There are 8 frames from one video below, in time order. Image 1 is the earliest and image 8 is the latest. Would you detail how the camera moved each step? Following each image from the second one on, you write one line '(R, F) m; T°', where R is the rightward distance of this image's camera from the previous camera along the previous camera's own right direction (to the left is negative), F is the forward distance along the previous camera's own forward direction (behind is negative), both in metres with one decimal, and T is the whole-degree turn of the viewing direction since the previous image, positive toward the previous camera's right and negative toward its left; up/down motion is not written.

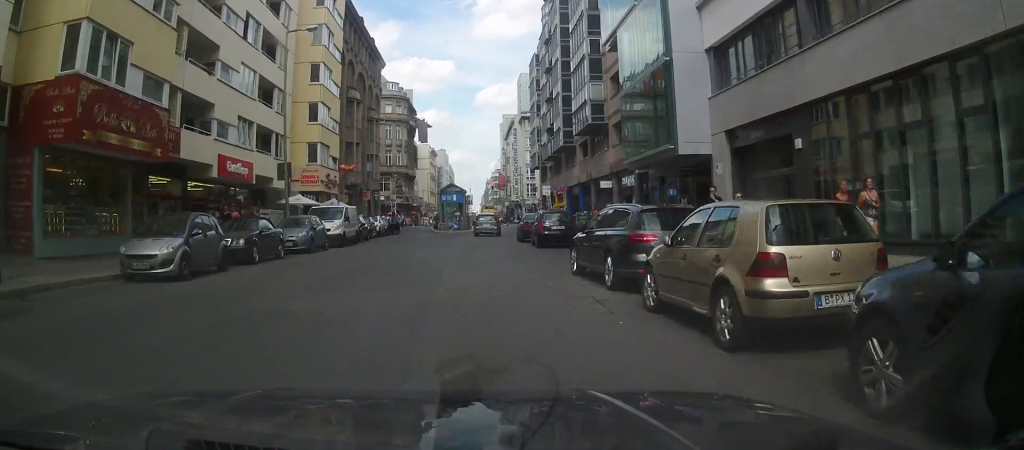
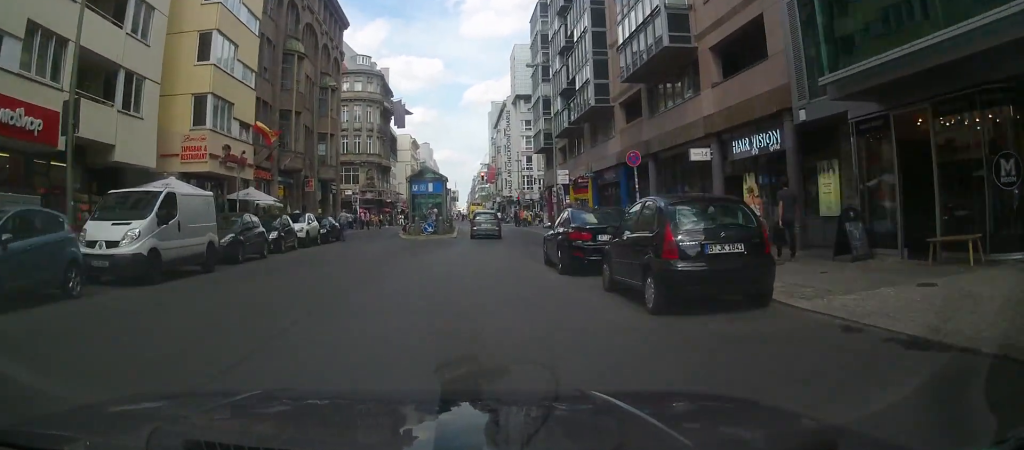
(0.0, +16.1) m; +1°
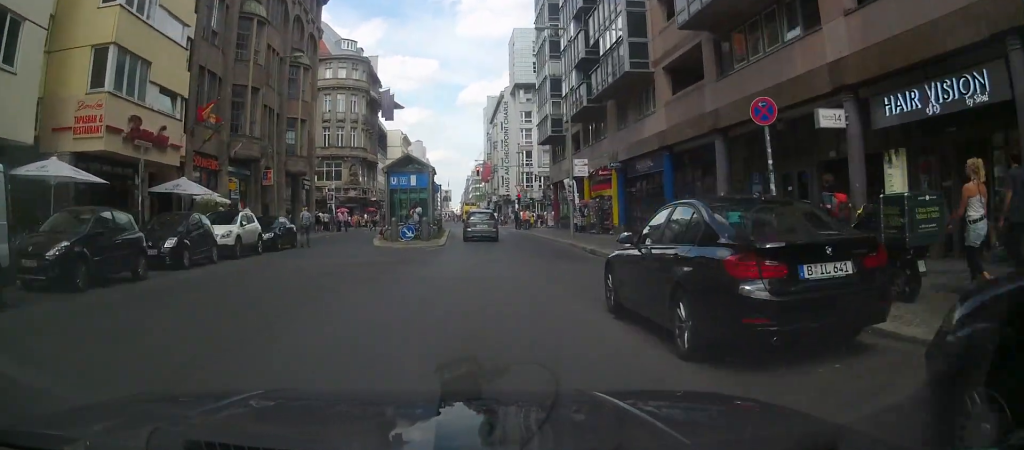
(+0.2, +7.7) m; +3°
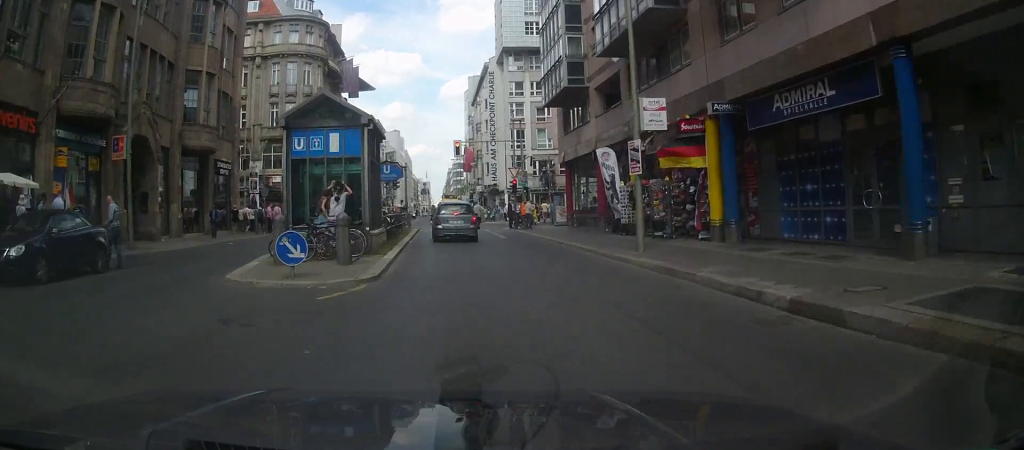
(-0.2, +14.2) m; -2°
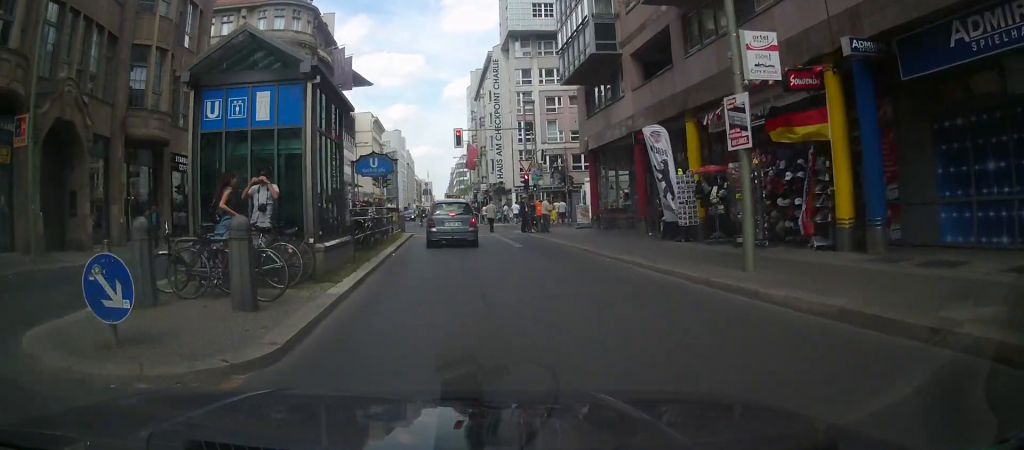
(+0.2, +5.9) m; +2°
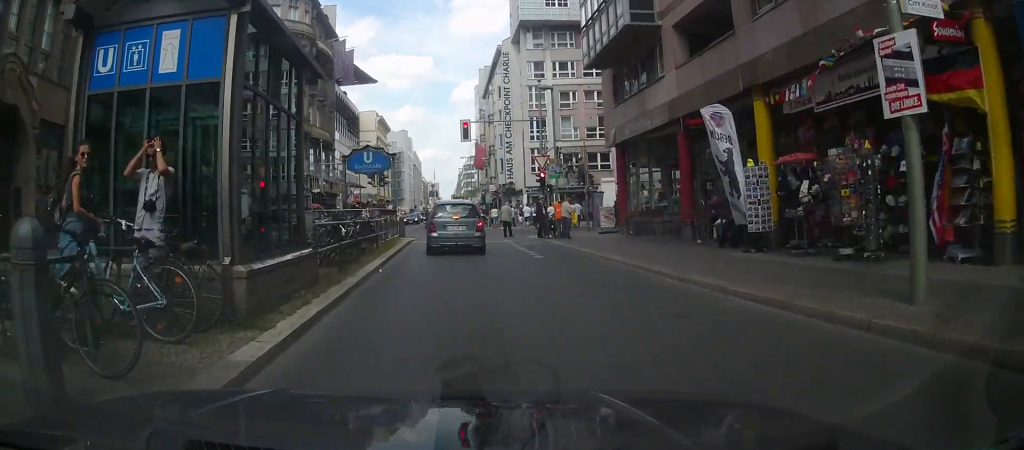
(0.0, +3.8) m; -1°
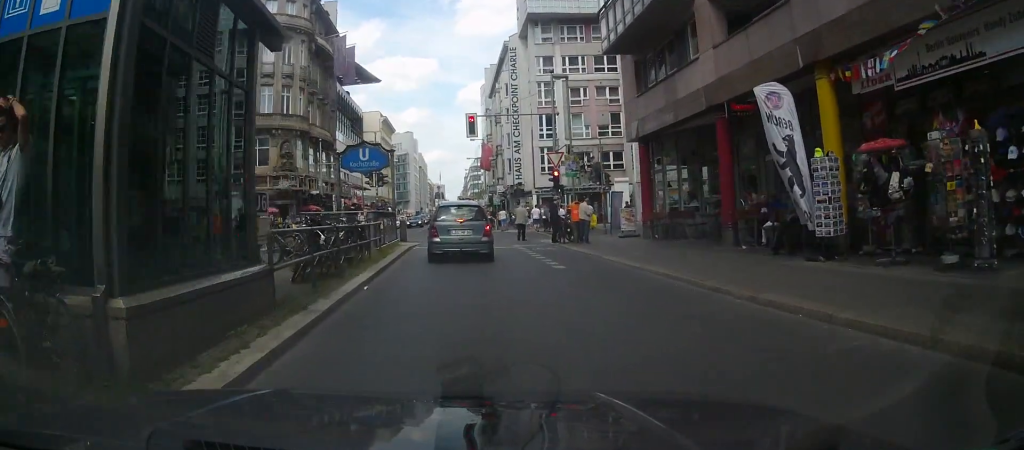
(0.0, +2.7) m; 0°
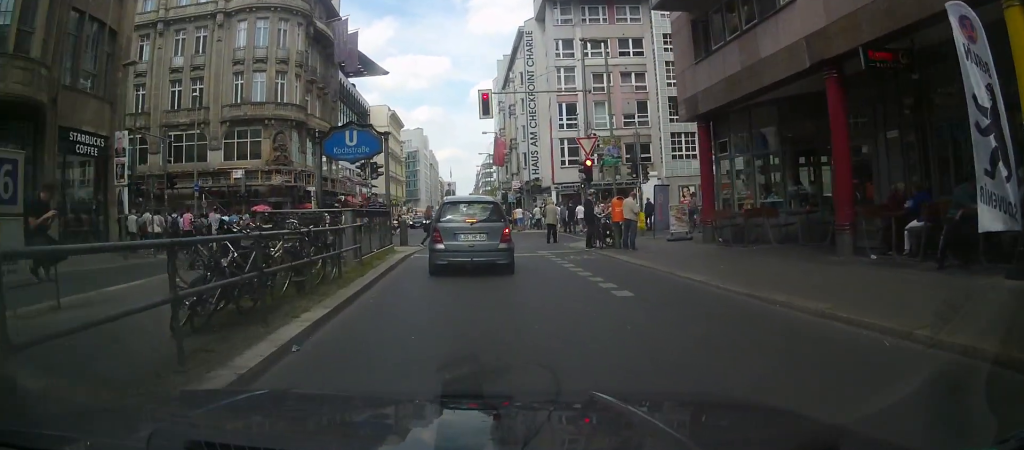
(-0.1, +5.8) m; 0°
